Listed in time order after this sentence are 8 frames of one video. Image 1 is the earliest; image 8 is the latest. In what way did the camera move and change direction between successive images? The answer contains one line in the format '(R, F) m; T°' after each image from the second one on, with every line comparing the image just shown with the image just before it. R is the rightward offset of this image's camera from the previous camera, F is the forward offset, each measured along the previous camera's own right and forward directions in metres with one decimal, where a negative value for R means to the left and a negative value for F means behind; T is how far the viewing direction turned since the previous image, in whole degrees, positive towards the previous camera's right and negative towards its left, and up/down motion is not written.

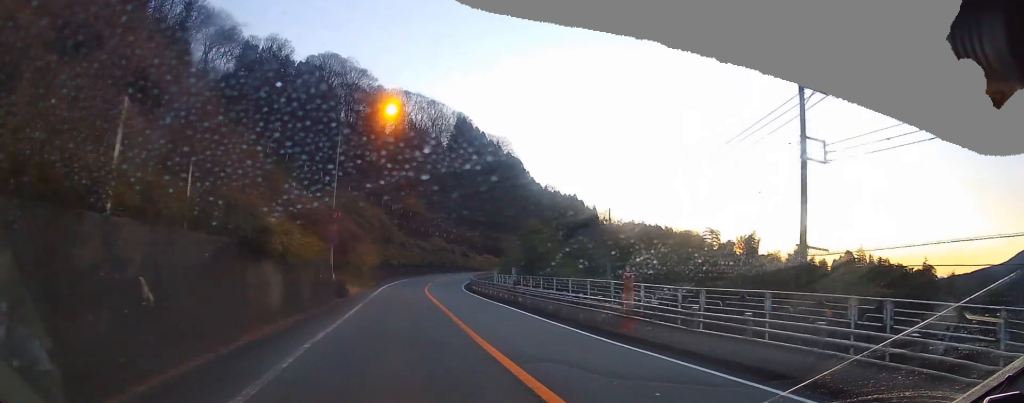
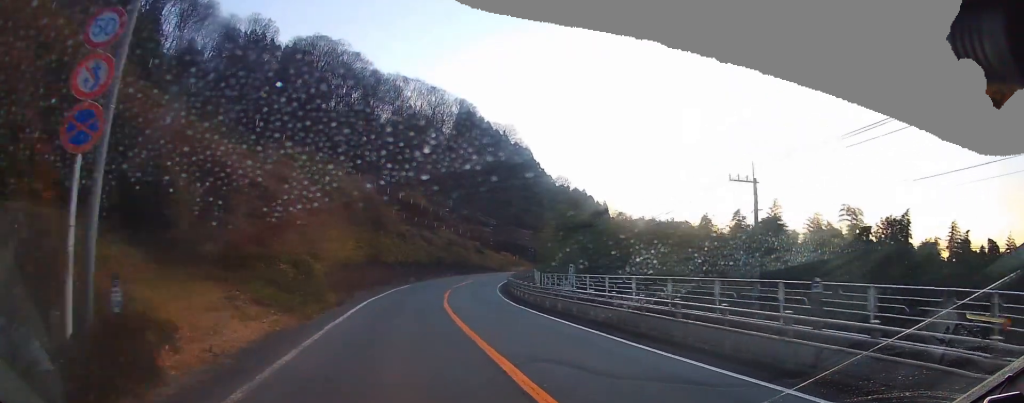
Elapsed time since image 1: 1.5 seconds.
(+0.5, +23.5) m; +2°
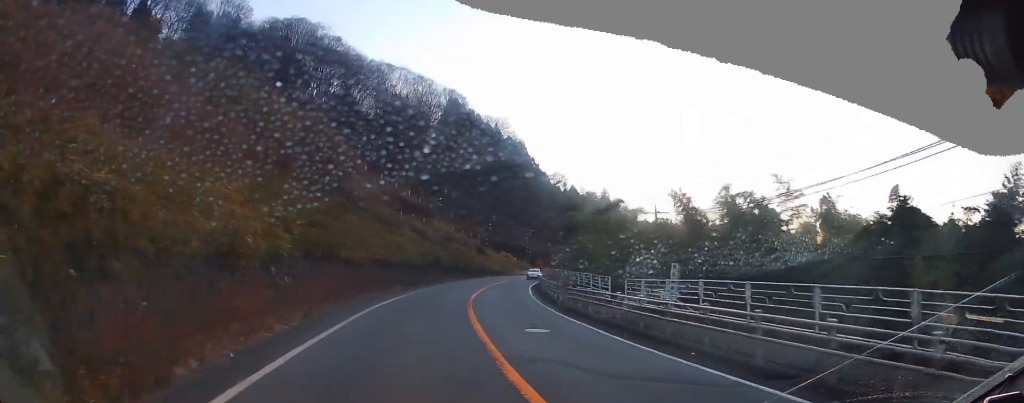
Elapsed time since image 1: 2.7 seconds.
(0.0, +19.8) m; 0°
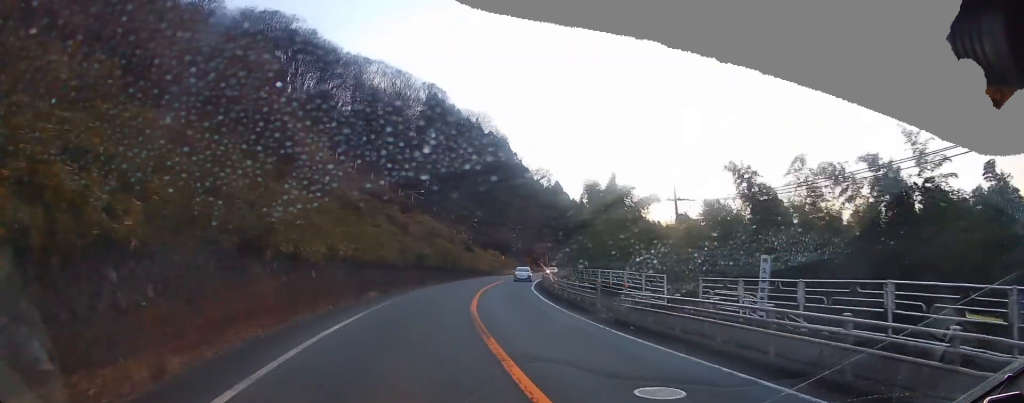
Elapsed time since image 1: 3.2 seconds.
(0.0, +8.4) m; -1°
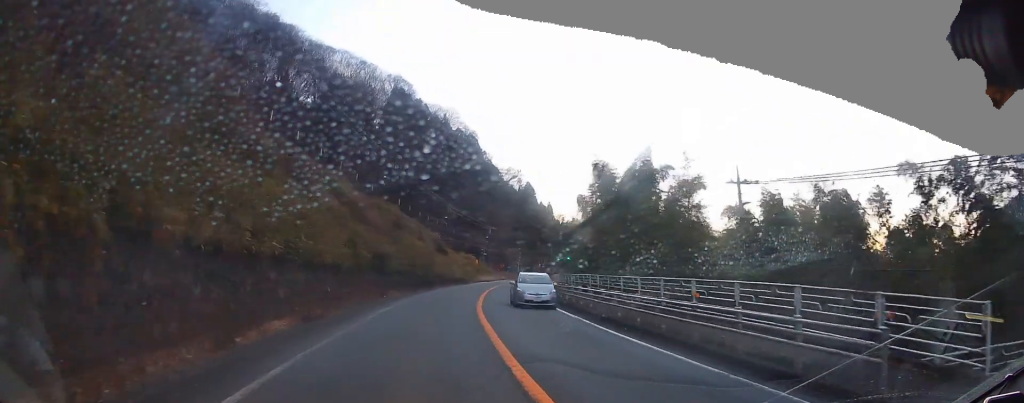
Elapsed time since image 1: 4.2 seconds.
(-0.2, +14.4) m; +2°
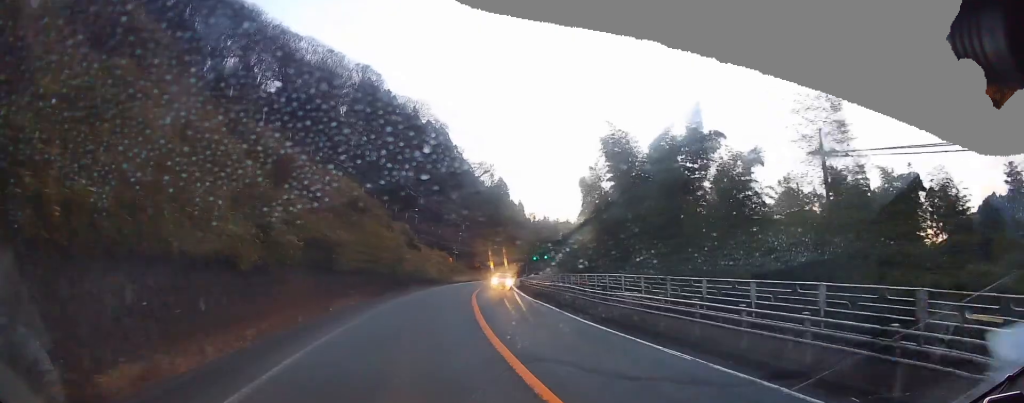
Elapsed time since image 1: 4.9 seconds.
(+0.1, +10.6) m; +3°
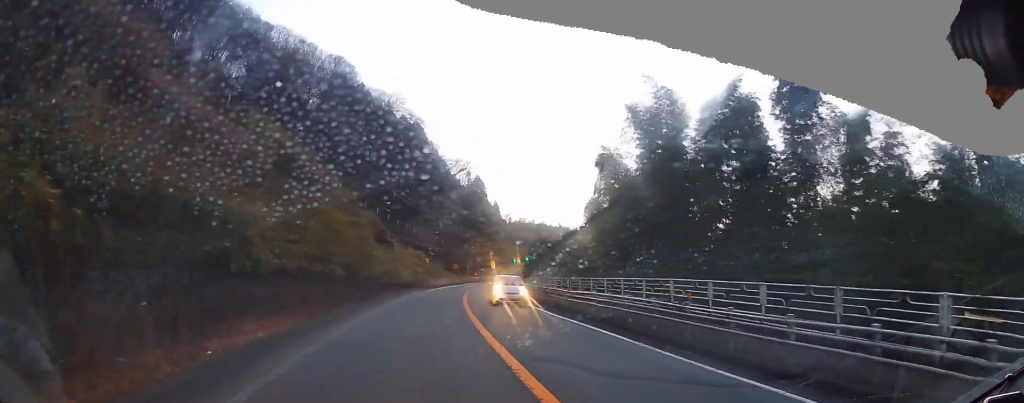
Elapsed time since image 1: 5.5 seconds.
(+0.5, +10.1) m; +4°
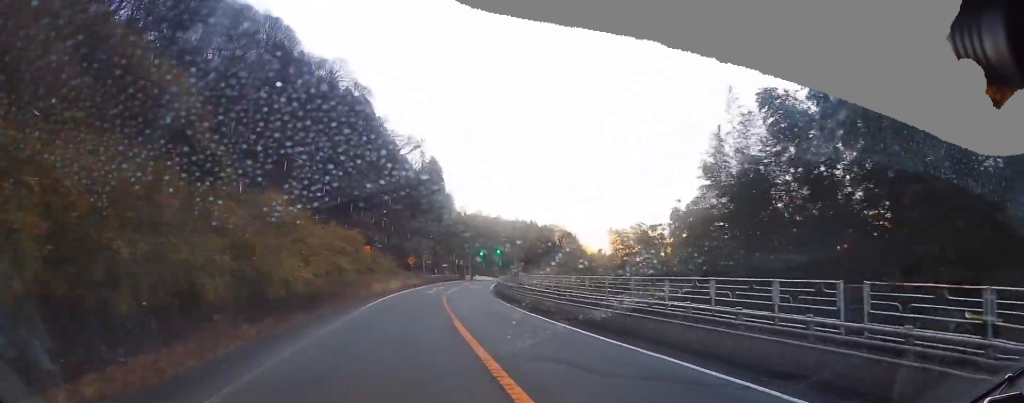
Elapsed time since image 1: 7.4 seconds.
(+2.1, +28.4) m; +8°
